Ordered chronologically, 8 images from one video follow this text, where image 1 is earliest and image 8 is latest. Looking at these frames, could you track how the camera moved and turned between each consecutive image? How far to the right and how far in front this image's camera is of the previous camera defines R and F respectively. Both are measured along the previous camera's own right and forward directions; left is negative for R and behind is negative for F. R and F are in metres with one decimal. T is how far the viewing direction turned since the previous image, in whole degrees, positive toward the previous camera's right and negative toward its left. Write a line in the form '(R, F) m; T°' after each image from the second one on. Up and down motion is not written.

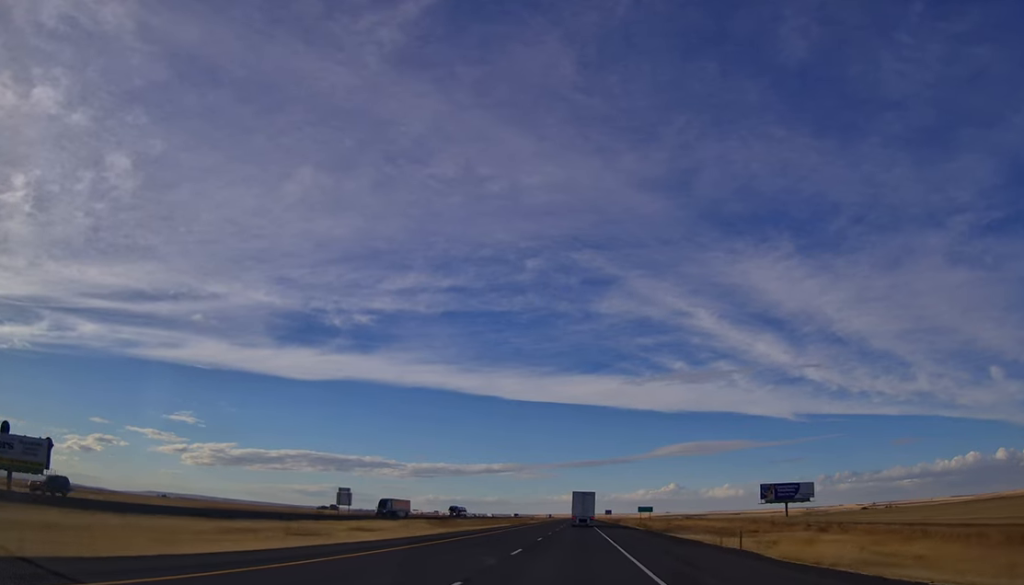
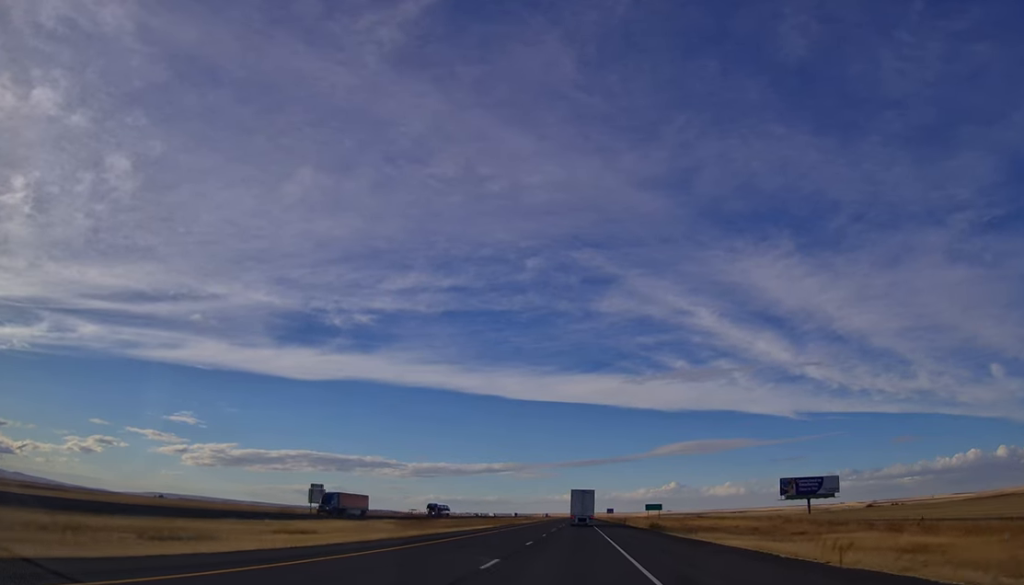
(+0.4, +18.2) m; 0°
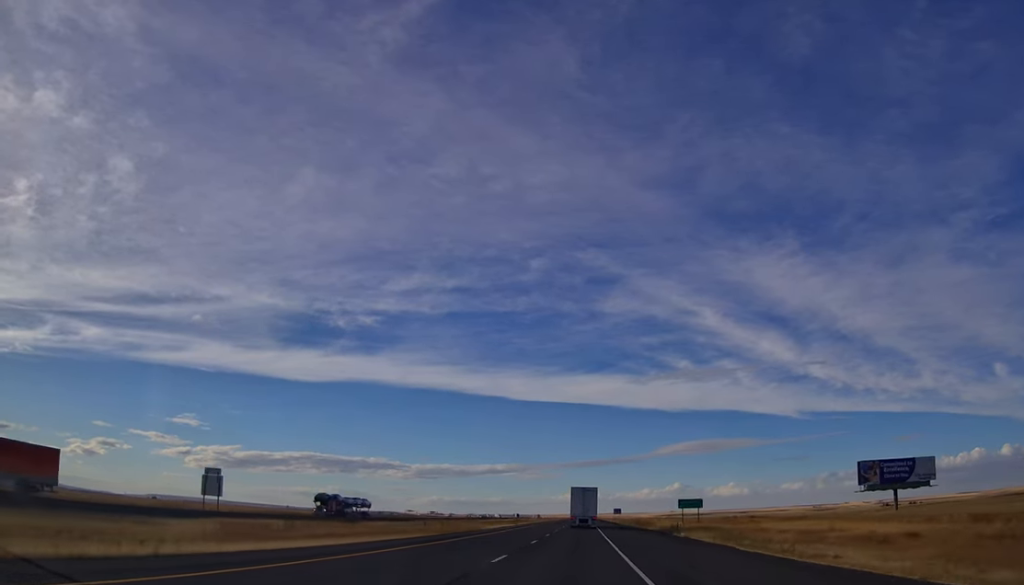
(-1.1, +46.6) m; -1°
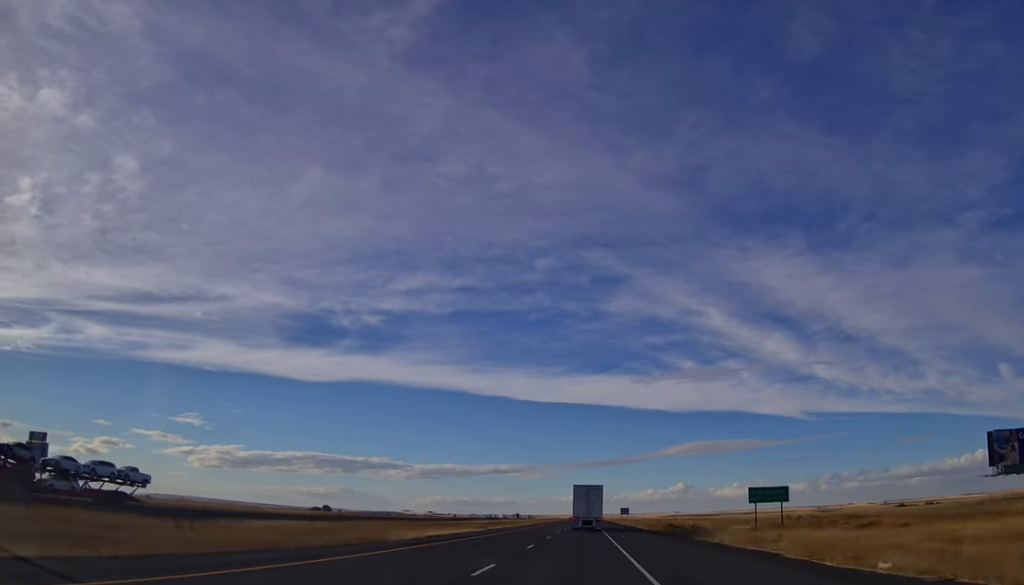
(+0.2, +41.0) m; 0°
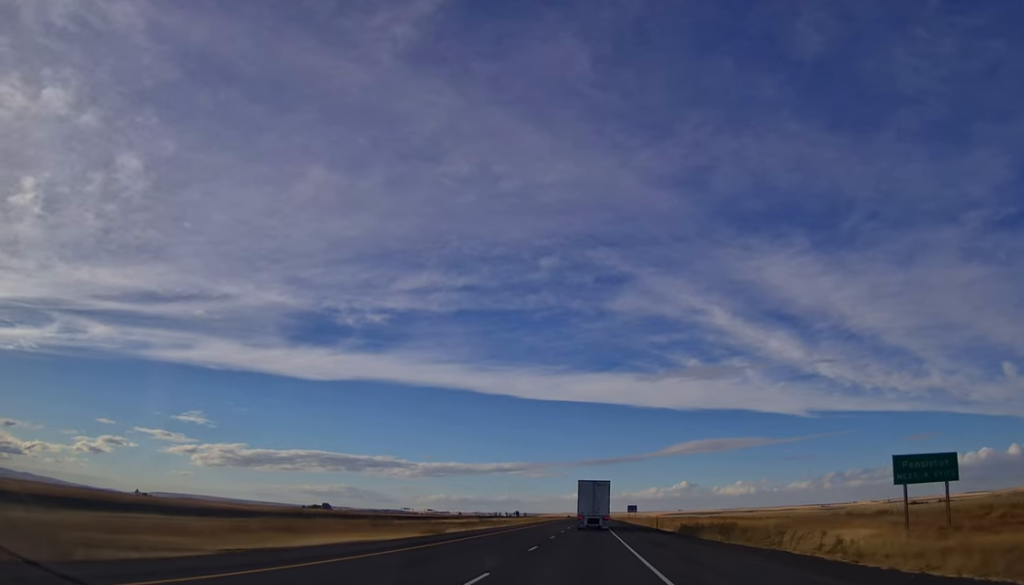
(-0.1, +27.4) m; 0°
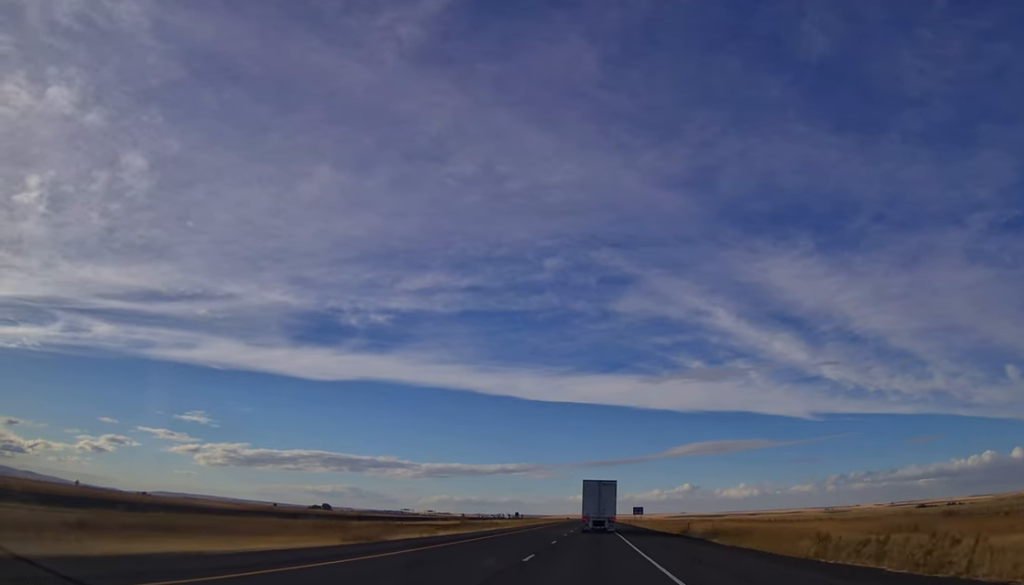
(-0.1, +17.1) m; +1°
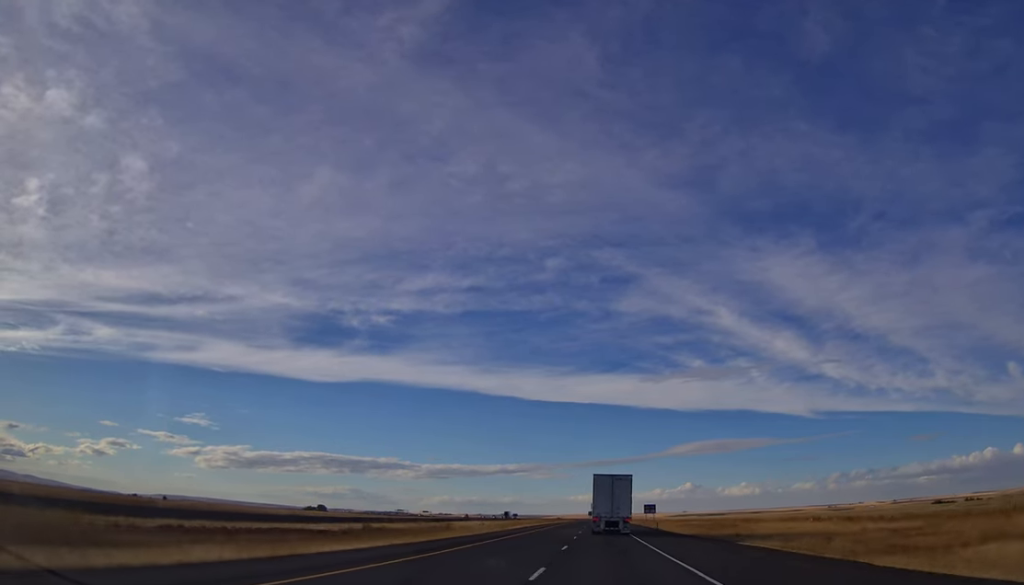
(+0.8, +42.1) m; 0°
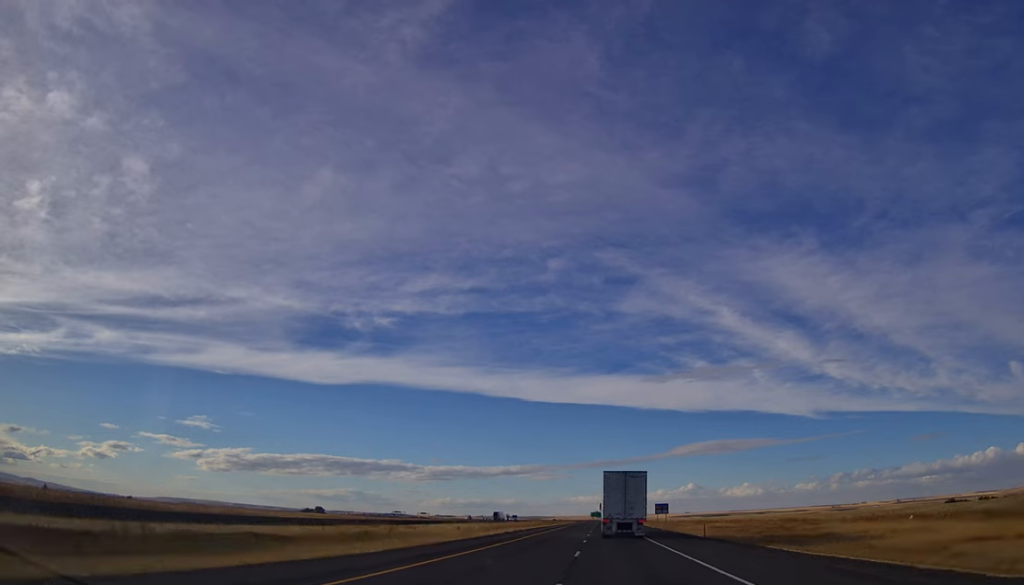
(-0.8, +28.4) m; -1°
